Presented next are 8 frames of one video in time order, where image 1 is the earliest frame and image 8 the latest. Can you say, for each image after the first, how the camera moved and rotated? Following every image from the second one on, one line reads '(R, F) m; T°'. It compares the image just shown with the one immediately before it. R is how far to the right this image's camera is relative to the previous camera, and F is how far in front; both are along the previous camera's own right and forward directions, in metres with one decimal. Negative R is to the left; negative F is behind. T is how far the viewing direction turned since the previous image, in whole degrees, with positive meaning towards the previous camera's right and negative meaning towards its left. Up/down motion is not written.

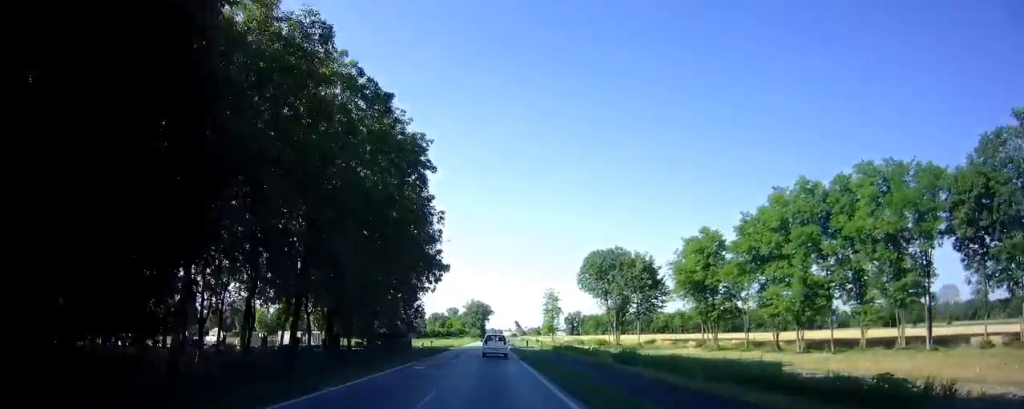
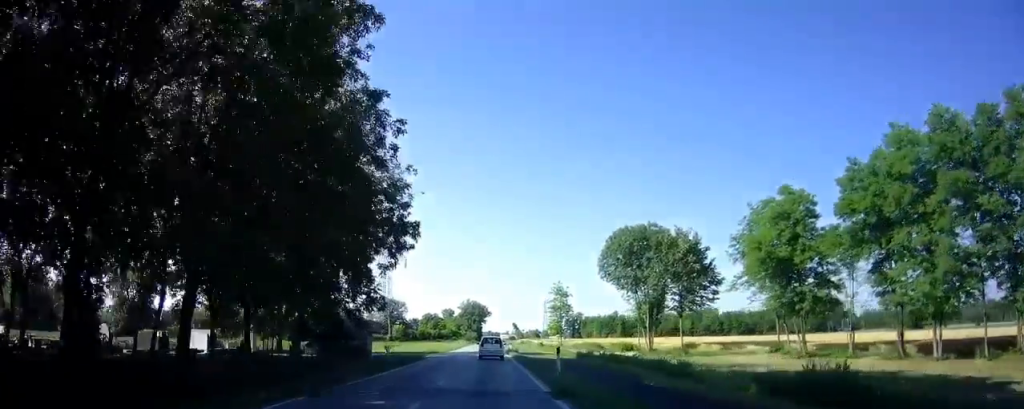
(0.0, +17.5) m; 0°
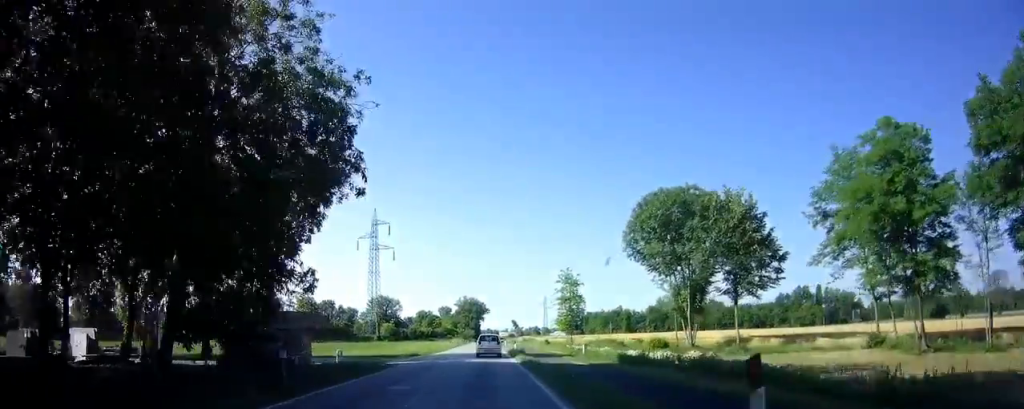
(0.0, +13.5) m; 0°
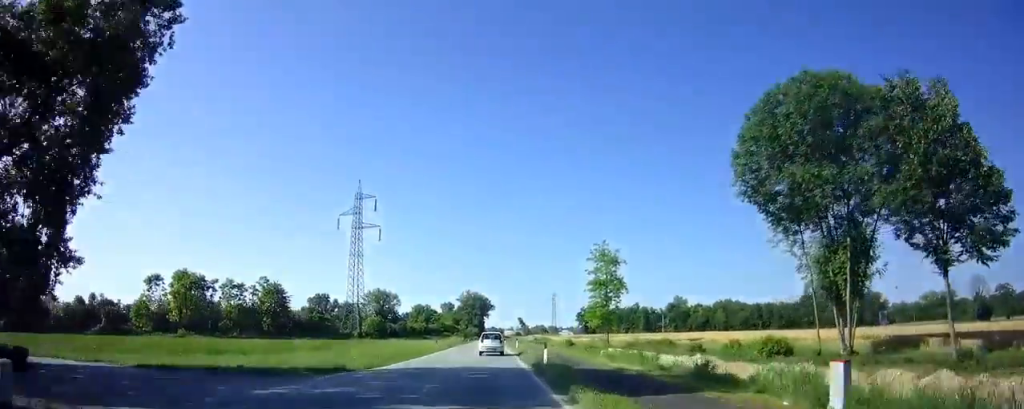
(0.0, +21.4) m; 0°
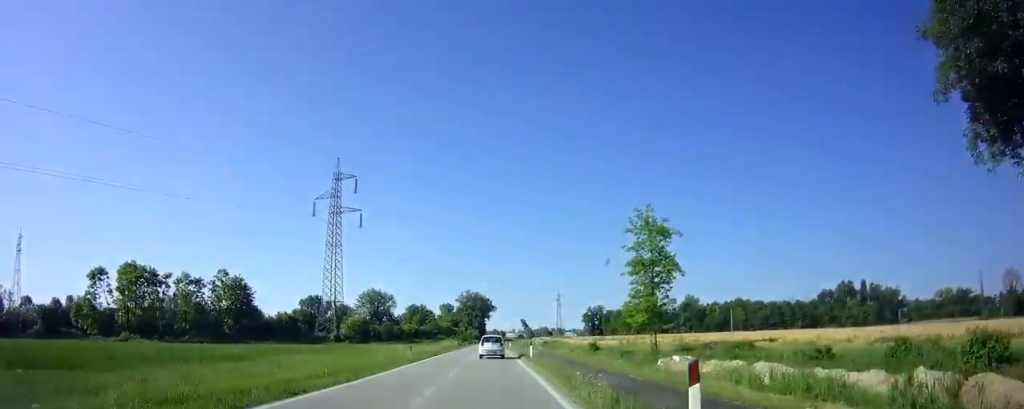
(+0.1, +15.8) m; 0°
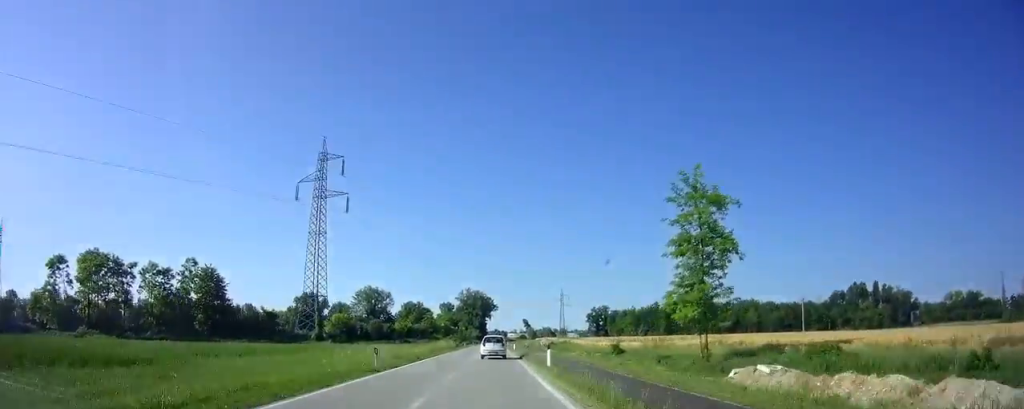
(0.0, +9.5) m; 0°
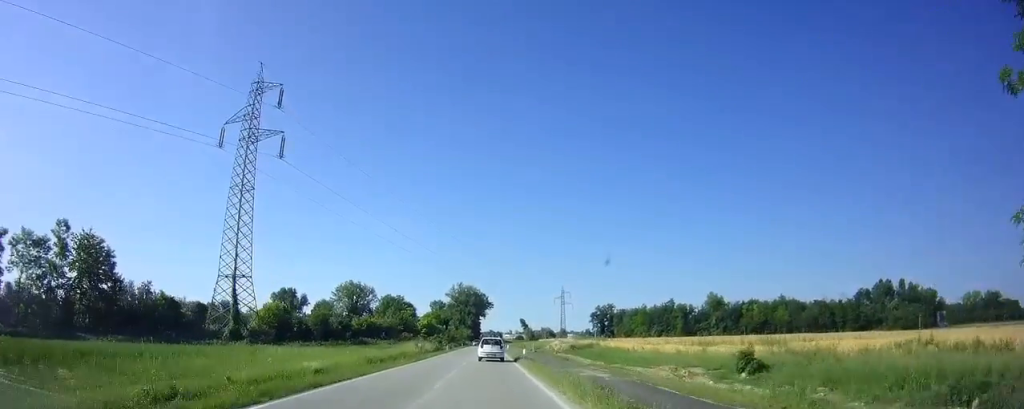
(+0.1, +25.7) m; 0°
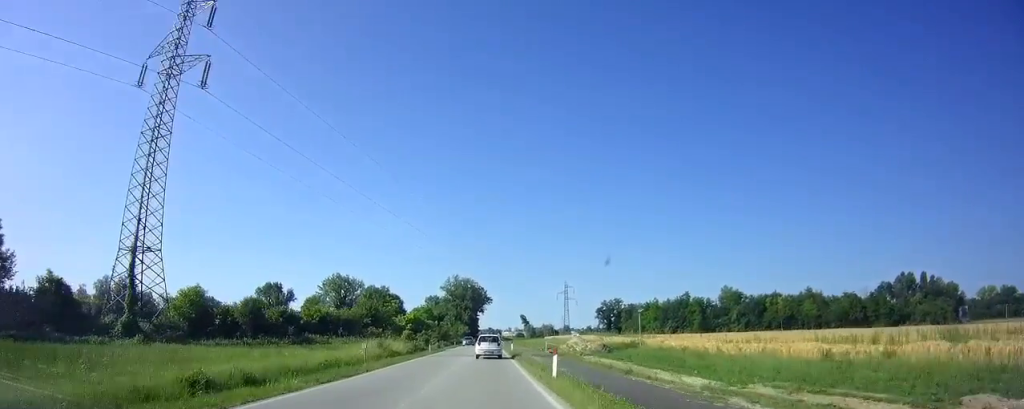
(-0.1, +16.0) m; 0°
